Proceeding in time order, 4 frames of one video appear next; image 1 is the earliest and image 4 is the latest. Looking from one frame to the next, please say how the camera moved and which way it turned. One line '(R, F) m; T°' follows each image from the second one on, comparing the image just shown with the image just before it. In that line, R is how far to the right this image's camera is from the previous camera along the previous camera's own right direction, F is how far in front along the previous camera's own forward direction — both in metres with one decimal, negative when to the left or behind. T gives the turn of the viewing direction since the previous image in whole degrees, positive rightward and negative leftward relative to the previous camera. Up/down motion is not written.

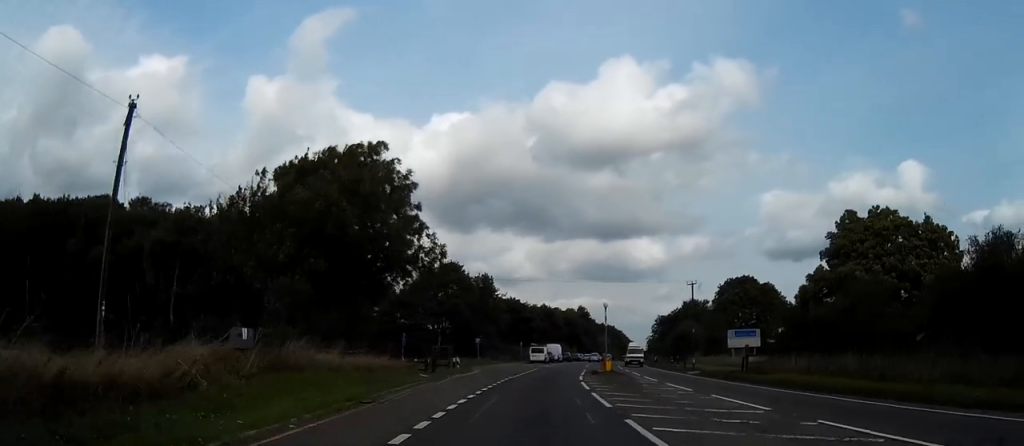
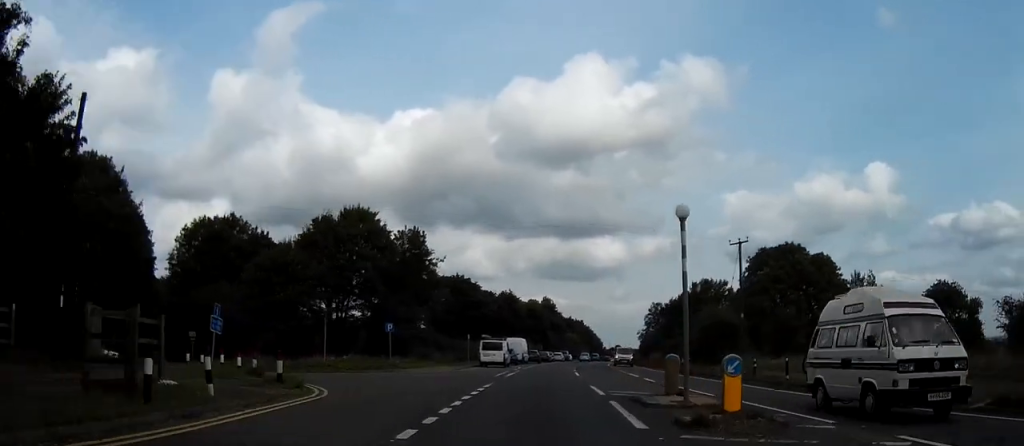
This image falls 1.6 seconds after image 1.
(+0.7, +31.2) m; +3°
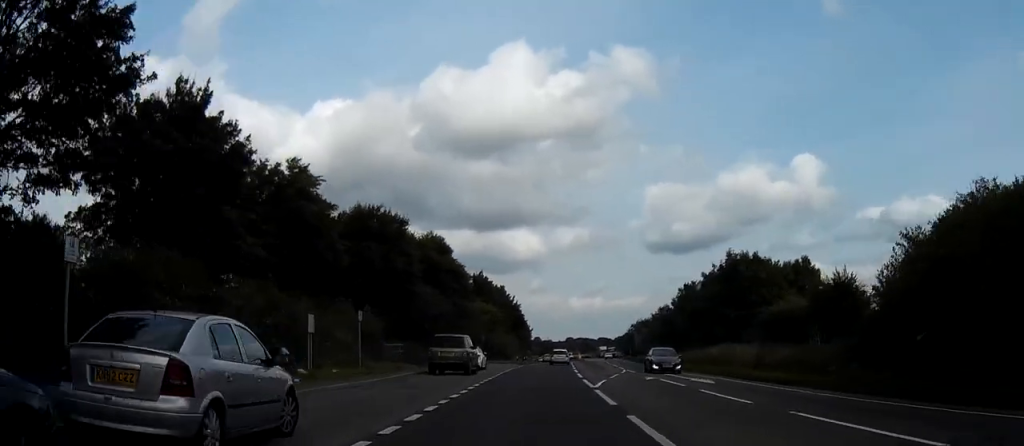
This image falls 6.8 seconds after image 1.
(+8.5, +96.7) m; +9°
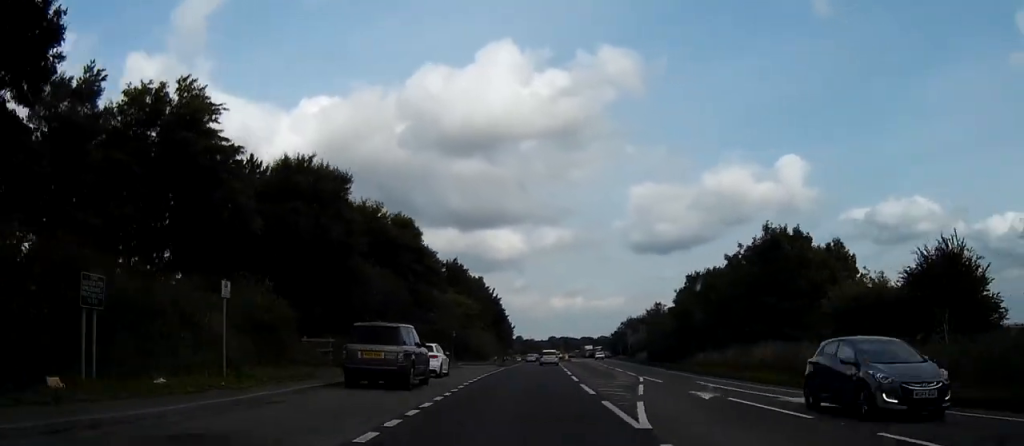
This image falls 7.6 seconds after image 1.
(+0.2, +13.3) m; +1°
